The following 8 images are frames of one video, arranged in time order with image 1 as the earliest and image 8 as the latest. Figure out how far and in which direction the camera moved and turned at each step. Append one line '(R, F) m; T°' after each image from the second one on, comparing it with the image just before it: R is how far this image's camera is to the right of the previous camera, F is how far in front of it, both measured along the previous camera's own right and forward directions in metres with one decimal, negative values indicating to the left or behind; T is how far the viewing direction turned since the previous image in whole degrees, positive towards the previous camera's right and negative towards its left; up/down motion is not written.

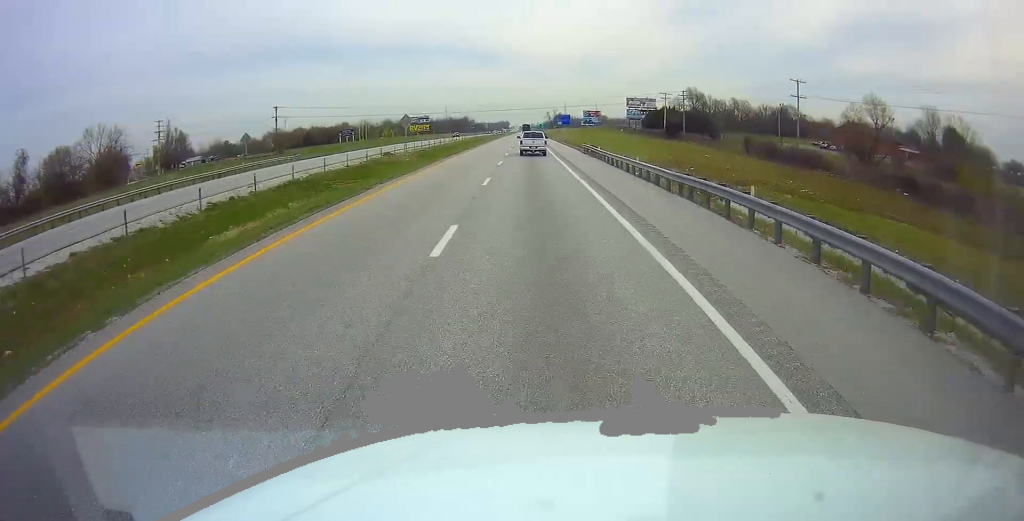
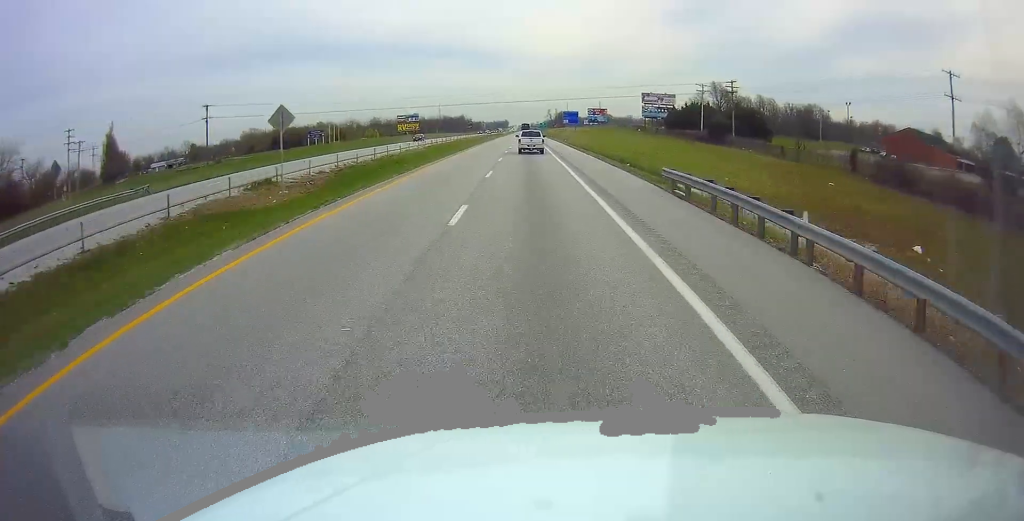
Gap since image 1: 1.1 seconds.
(+0.2, +34.1) m; +1°
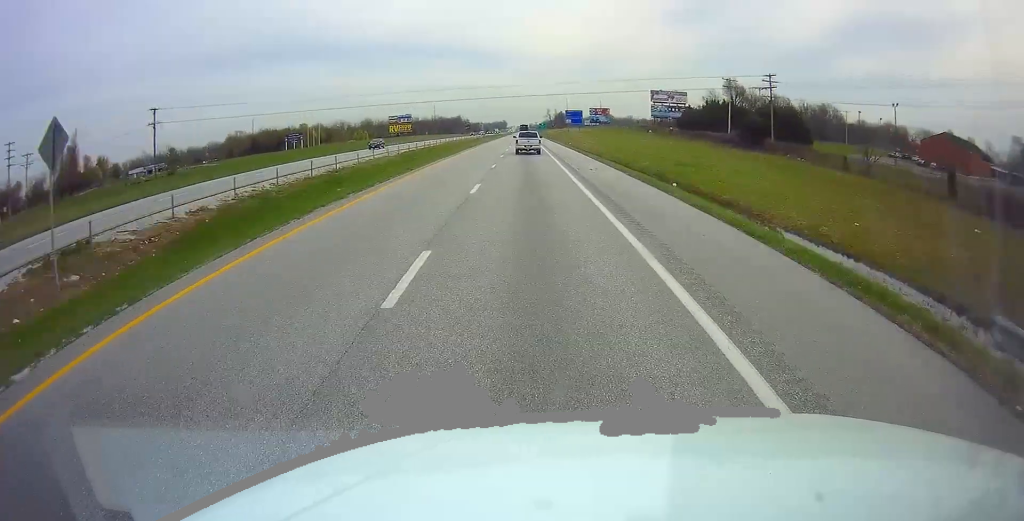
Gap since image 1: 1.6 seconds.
(+0.2, +18.4) m; 0°
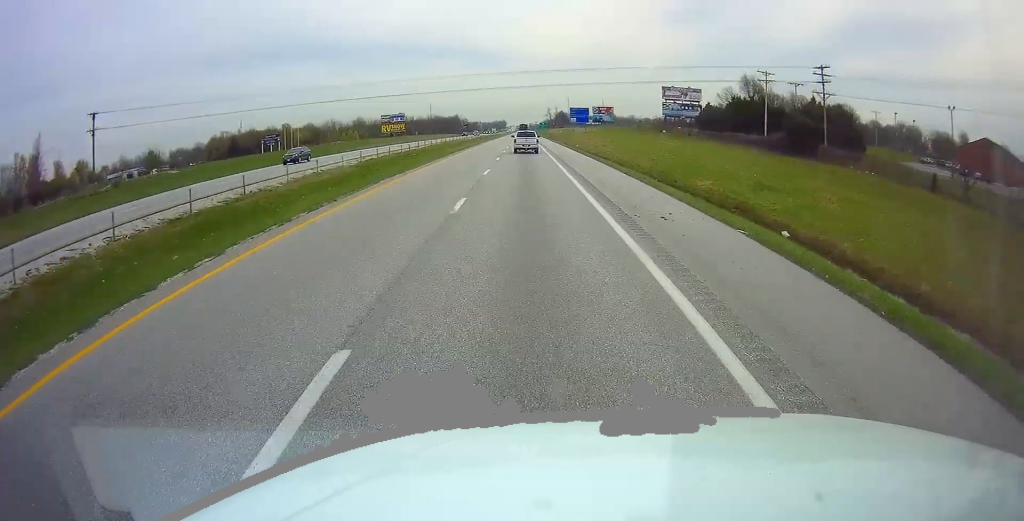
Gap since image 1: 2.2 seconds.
(-0.1, +17.5) m; 0°
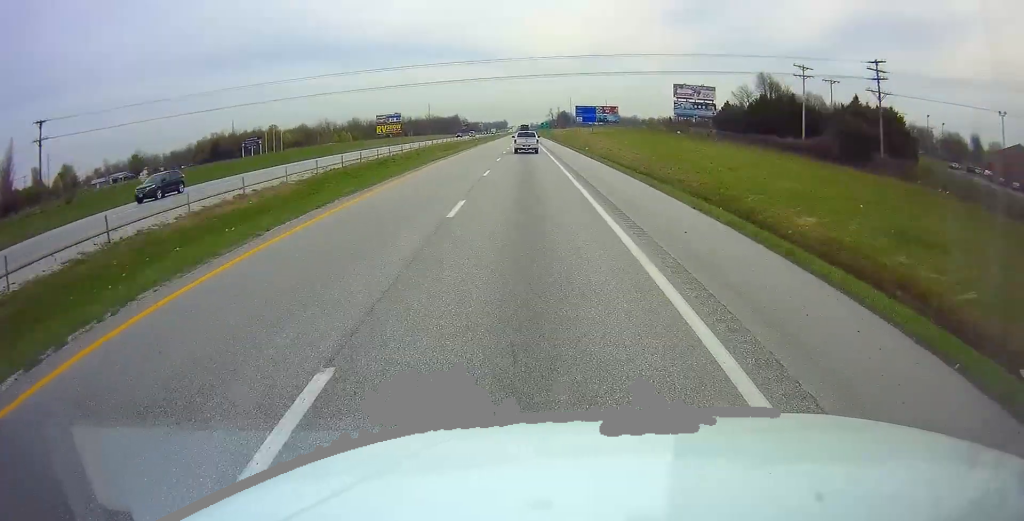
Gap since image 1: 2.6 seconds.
(-0.1, +13.2) m; 0°
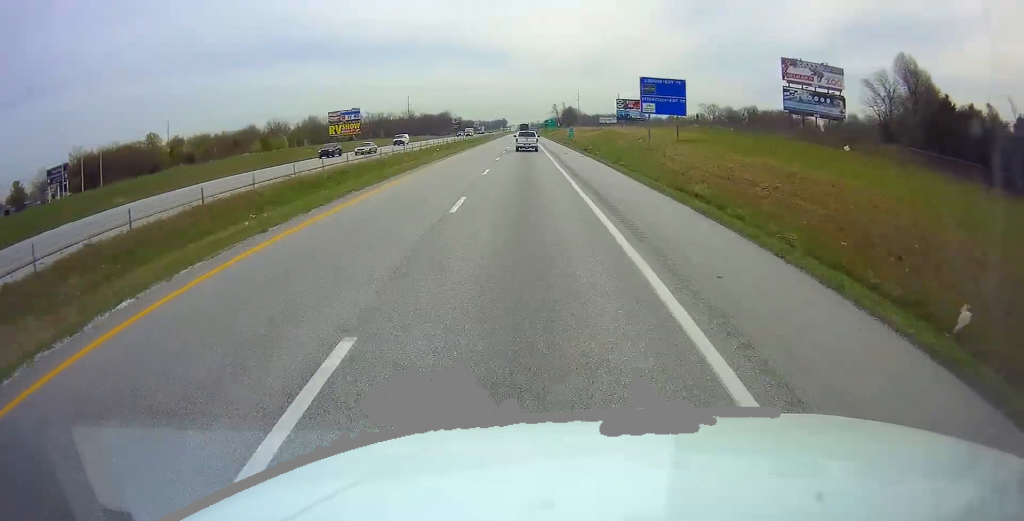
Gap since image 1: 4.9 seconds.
(-0.1, +72.7) m; +1°
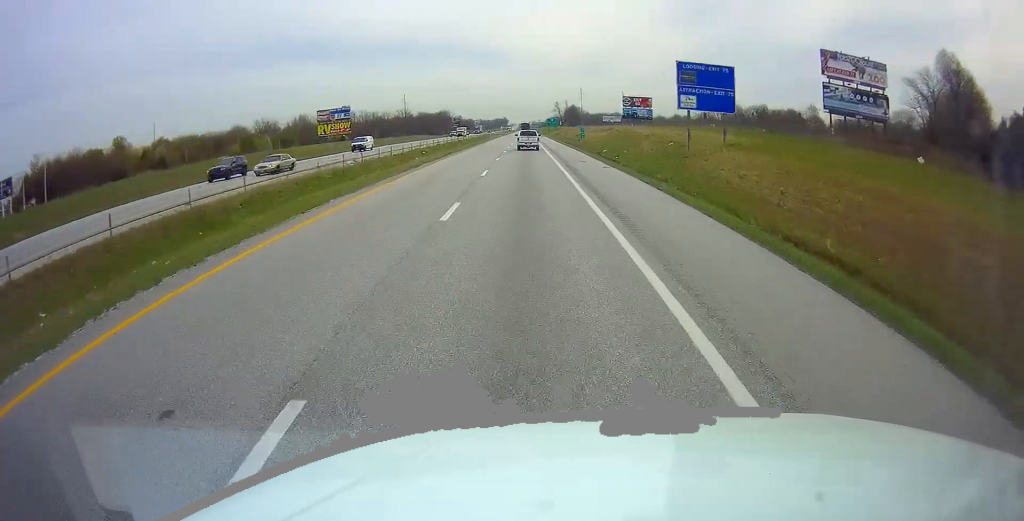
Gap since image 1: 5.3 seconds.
(+0.1, +12.5) m; 0°
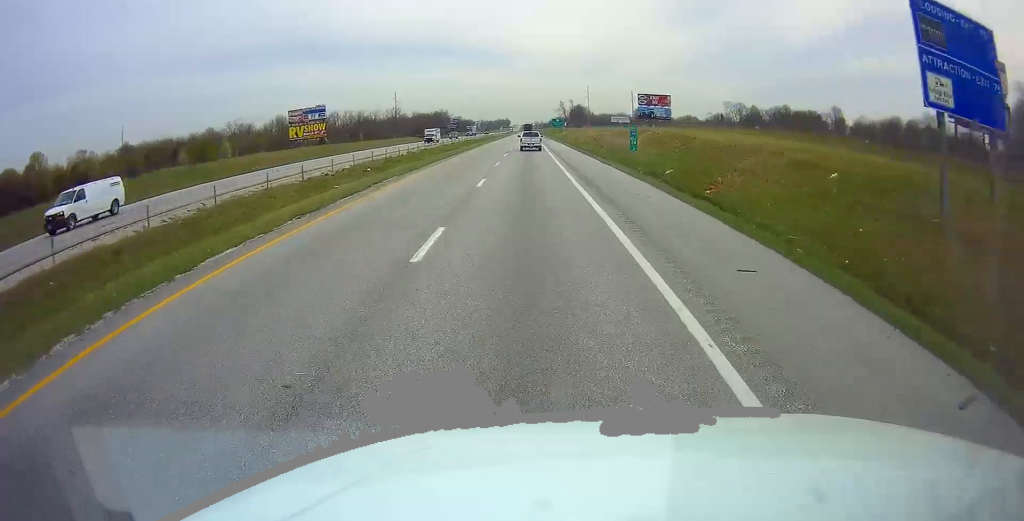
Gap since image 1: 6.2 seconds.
(0.0, +26.3) m; 0°
